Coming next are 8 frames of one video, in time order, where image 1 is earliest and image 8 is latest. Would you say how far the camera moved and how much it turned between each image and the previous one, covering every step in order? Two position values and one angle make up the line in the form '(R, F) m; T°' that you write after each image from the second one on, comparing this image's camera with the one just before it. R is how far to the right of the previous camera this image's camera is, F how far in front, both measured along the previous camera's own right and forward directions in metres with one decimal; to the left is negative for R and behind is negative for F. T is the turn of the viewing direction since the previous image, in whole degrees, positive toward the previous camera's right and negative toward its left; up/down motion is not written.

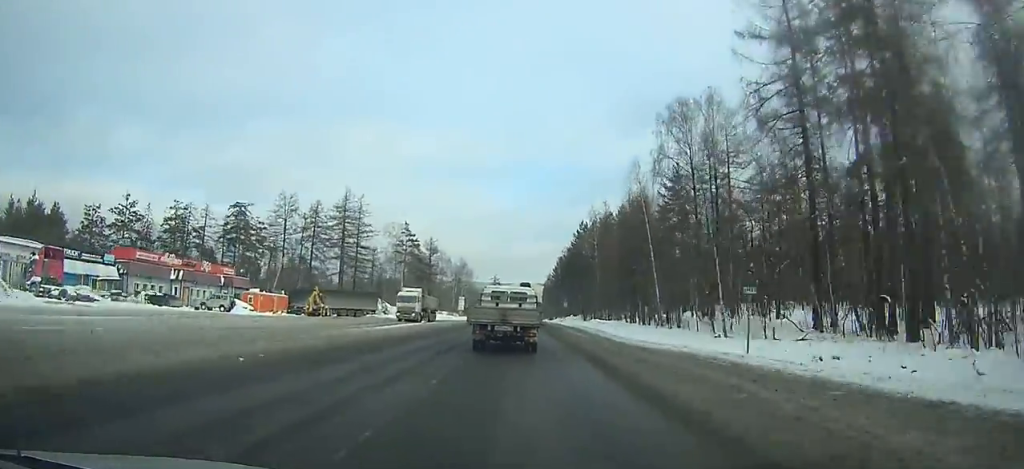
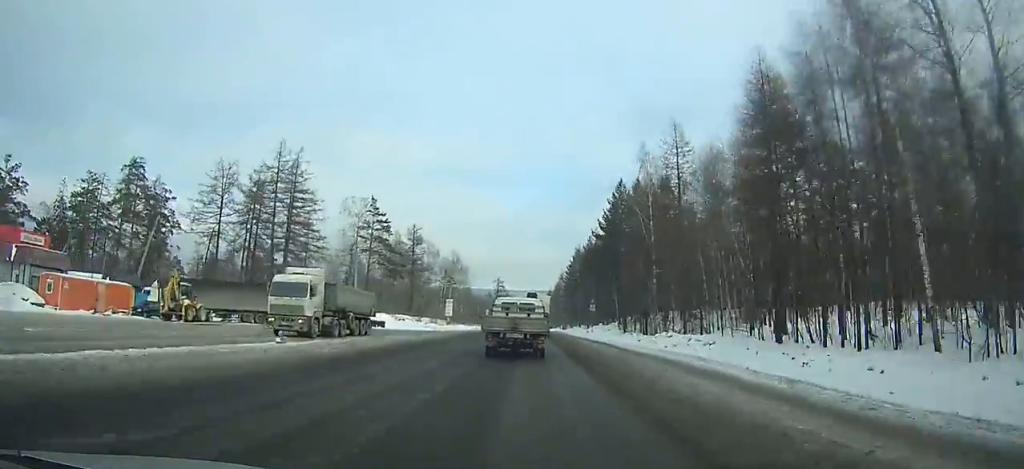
(-0.1, +35.2) m; 0°
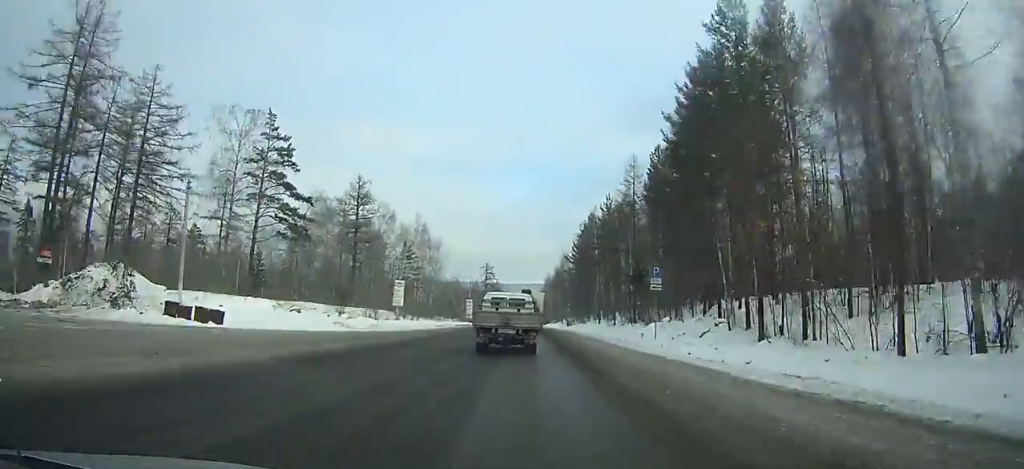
(-0.1, +39.9) m; 0°
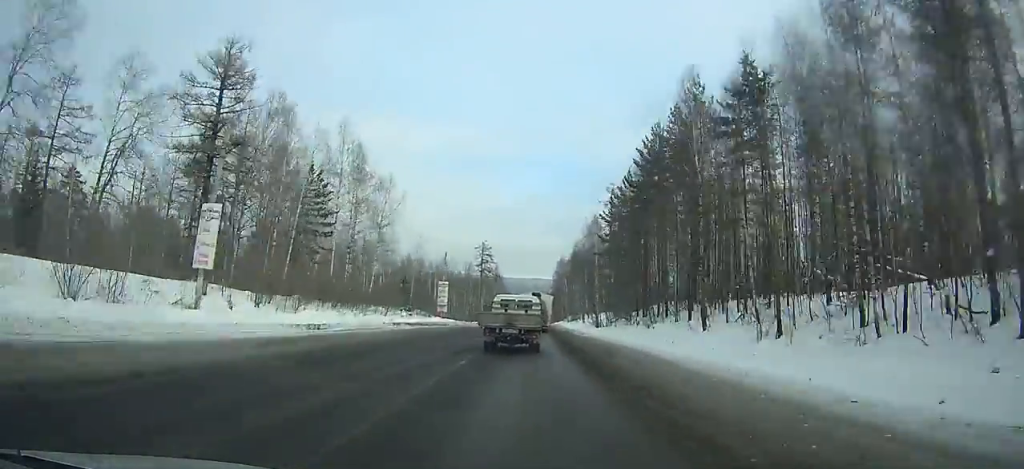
(-0.1, +46.7) m; 0°
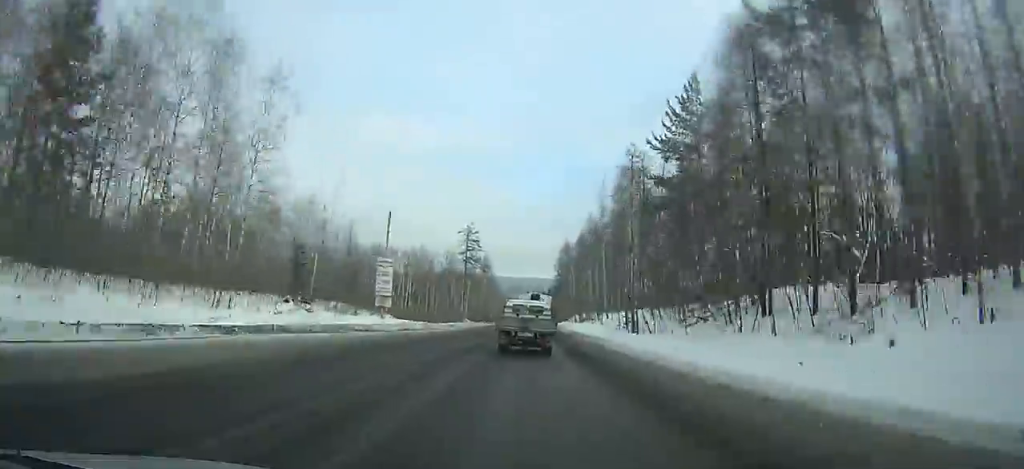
(+0.1, +31.7) m; 0°
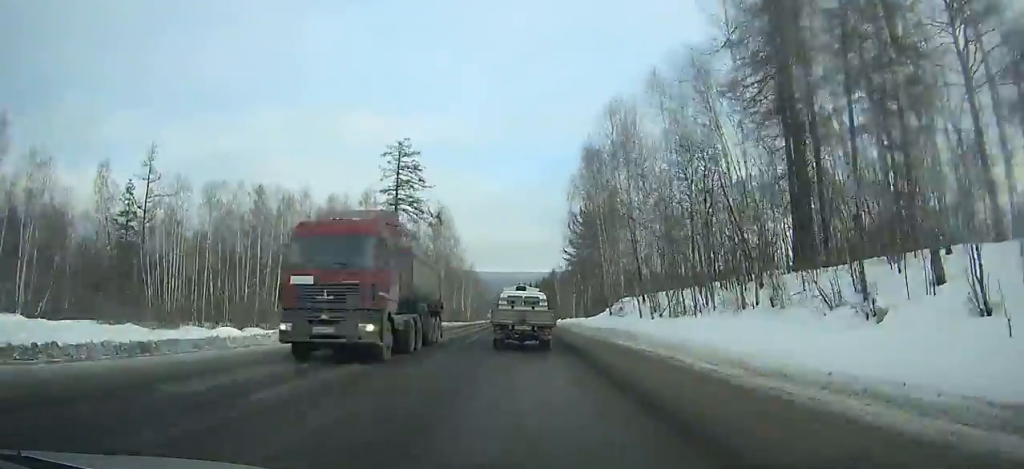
(+0.4, +64.1) m; 0°
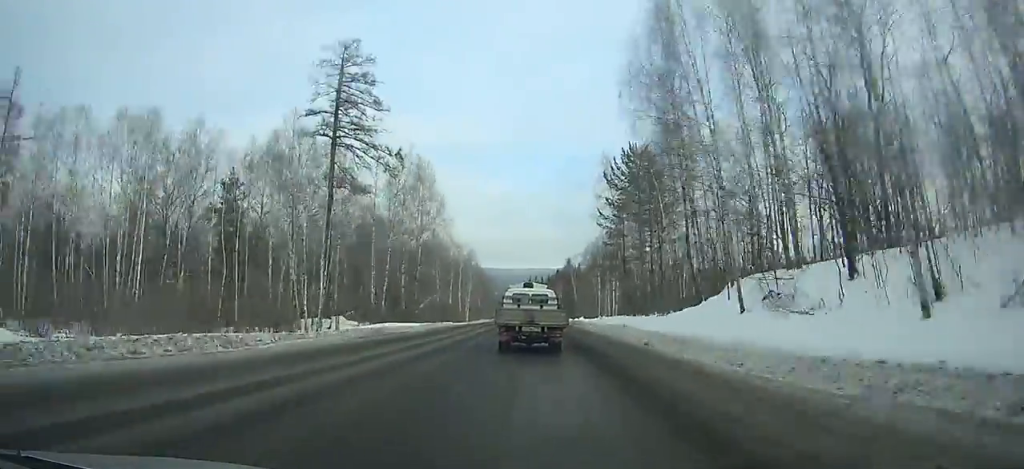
(-0.1, +27.1) m; 0°
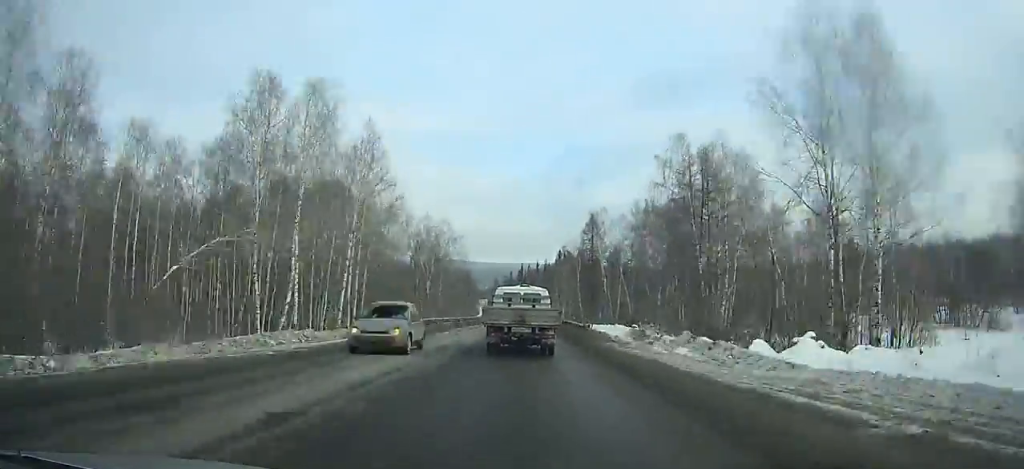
(+0.1, +84.4) m; 0°
